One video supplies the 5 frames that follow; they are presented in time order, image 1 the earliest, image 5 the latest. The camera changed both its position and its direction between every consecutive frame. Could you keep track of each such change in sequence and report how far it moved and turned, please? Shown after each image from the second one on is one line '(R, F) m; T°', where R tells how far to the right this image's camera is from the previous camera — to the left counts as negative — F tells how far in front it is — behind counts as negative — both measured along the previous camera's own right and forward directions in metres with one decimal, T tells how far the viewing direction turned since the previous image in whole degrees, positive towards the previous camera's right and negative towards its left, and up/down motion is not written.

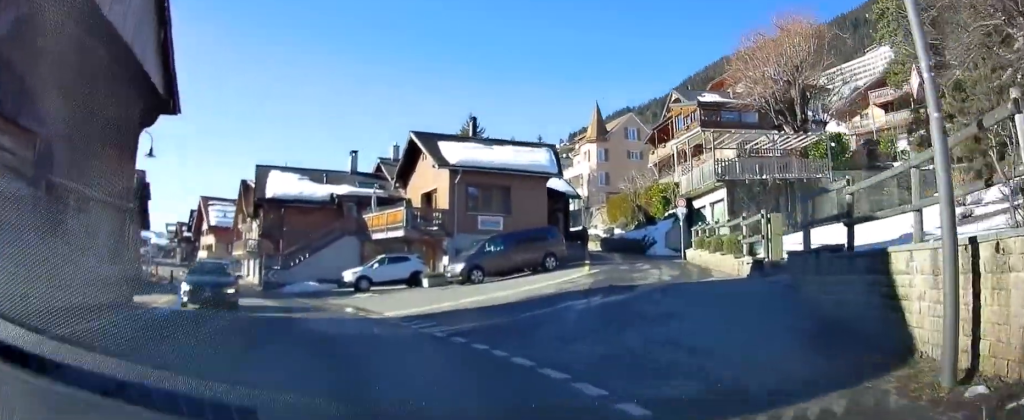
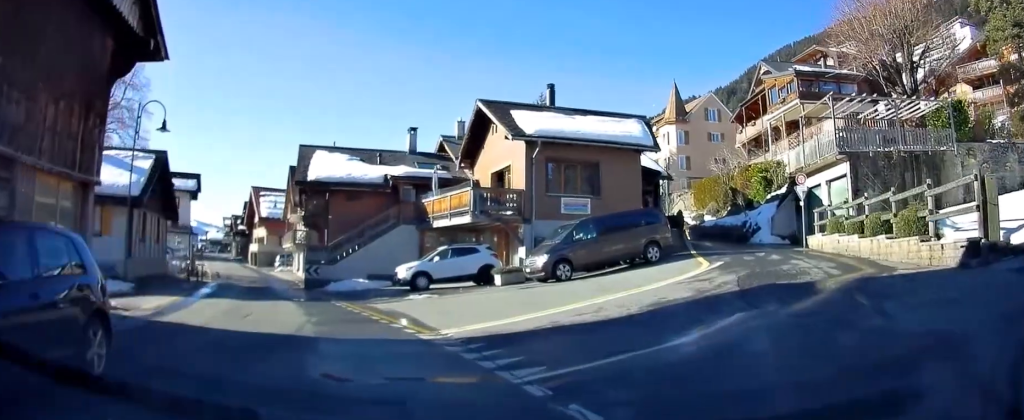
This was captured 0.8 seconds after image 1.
(-0.3, +5.1) m; -7°
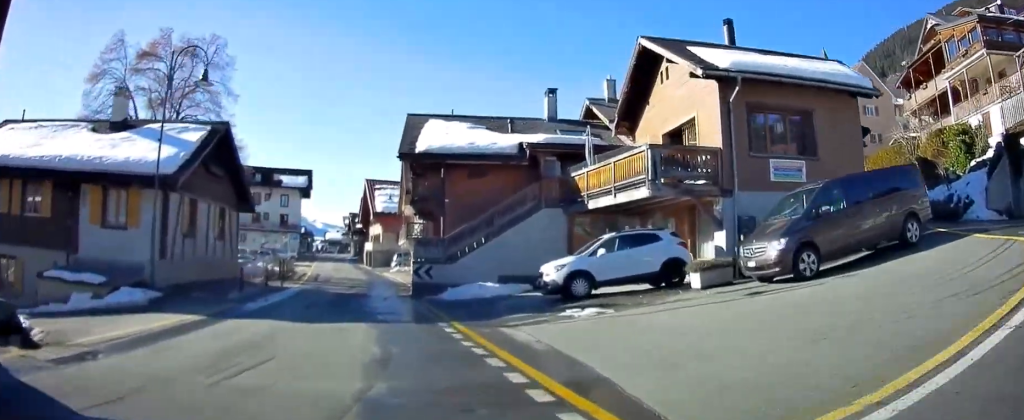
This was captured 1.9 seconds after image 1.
(-0.8, +7.3) m; -11°
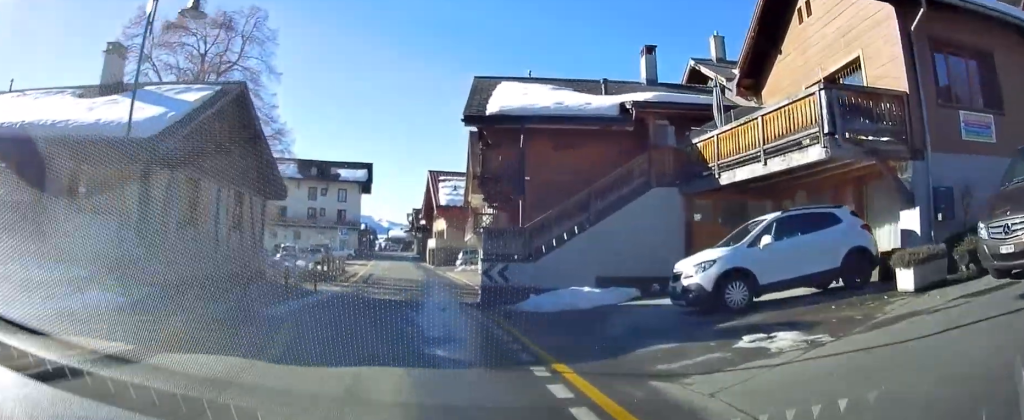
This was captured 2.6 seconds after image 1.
(-0.3, +5.5) m; -5°
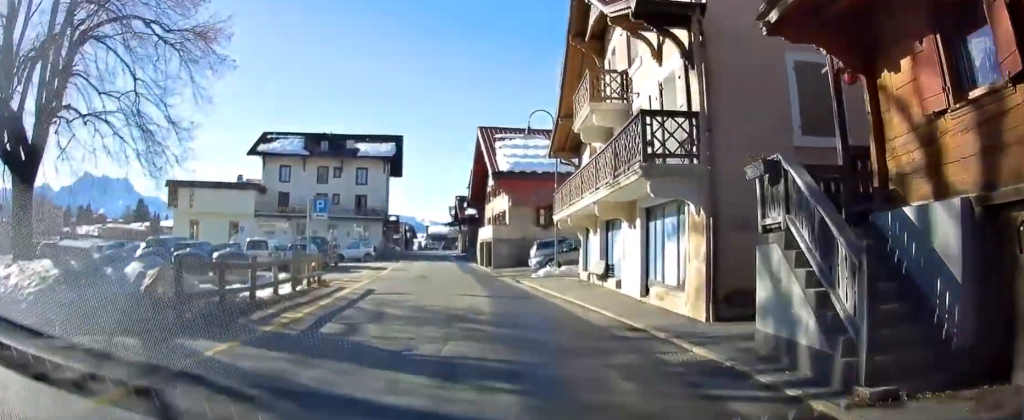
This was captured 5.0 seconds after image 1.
(-1.2, +20.3) m; -2°
